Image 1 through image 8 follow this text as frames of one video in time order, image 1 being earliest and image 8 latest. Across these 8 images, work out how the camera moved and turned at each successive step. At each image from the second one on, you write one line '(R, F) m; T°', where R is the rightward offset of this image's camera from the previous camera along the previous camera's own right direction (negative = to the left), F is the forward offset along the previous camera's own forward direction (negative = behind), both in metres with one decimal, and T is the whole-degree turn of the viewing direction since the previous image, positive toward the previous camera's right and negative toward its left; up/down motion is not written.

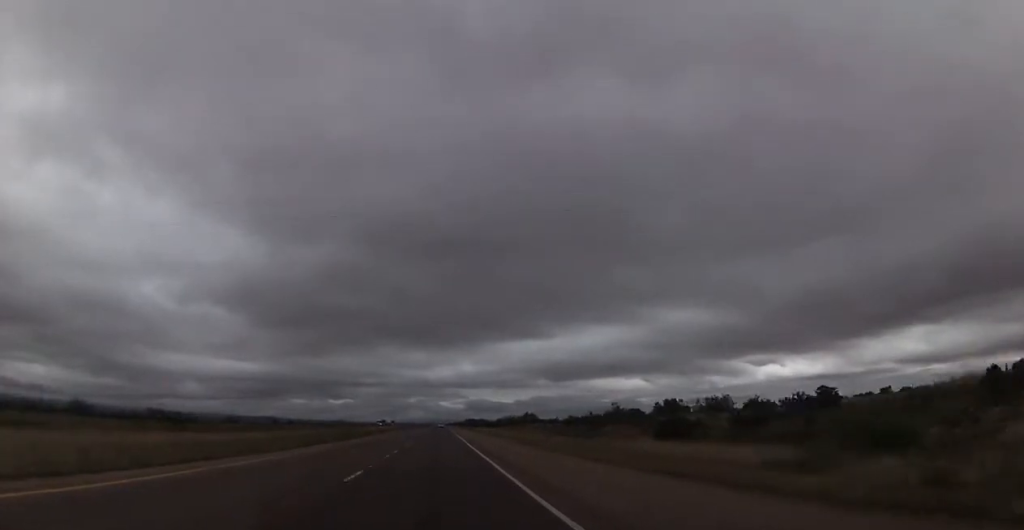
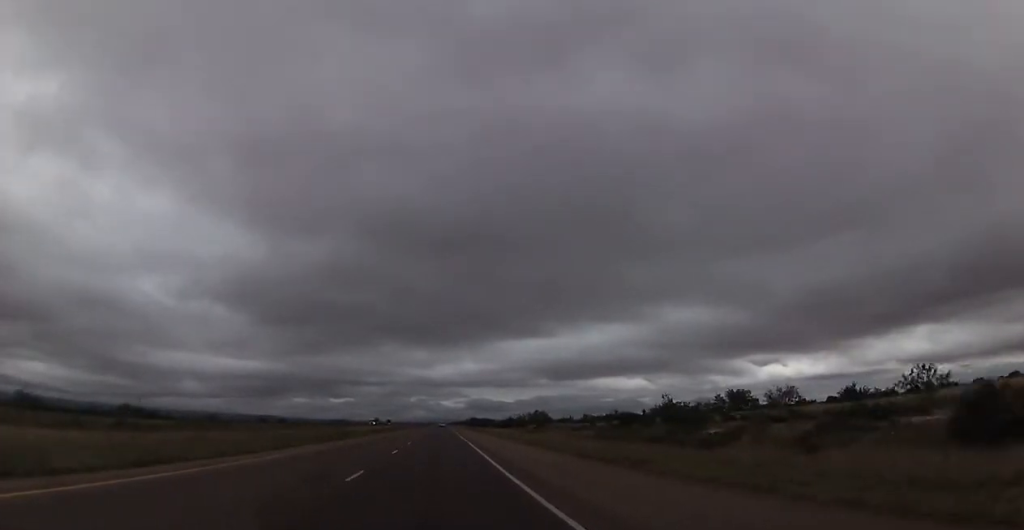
(0.0, +24.3) m; 0°
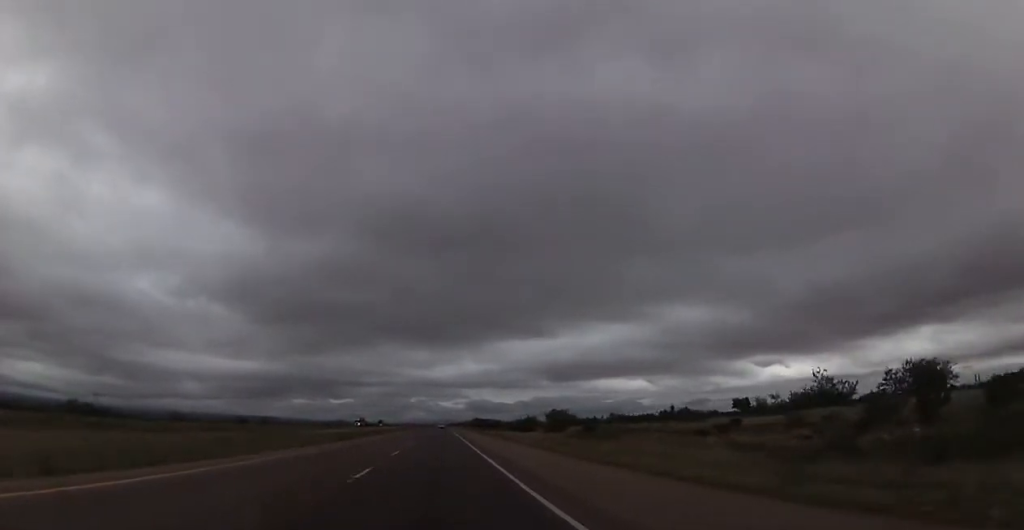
(0.0, +35.2) m; 0°
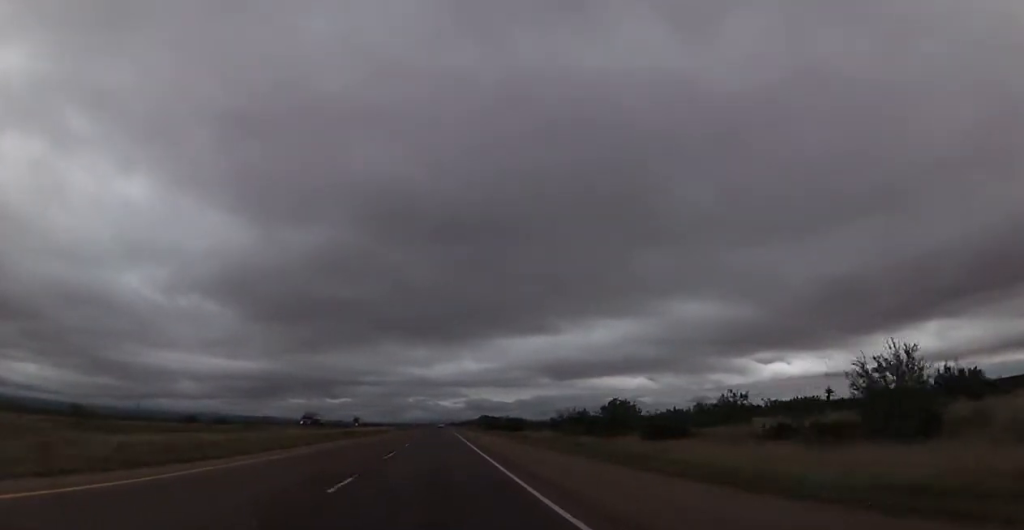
(-0.8, +64.4) m; -1°
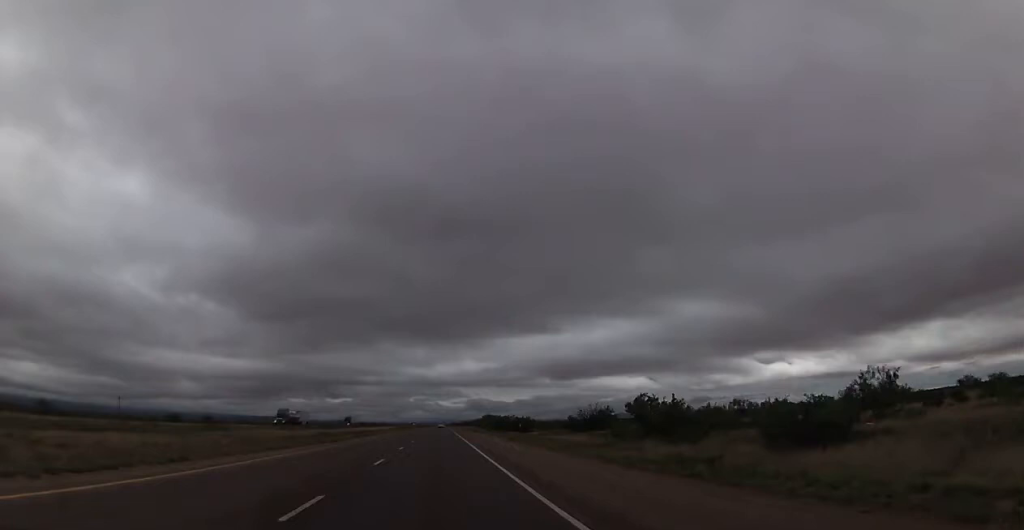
(+0.2, +15.8) m; 0°
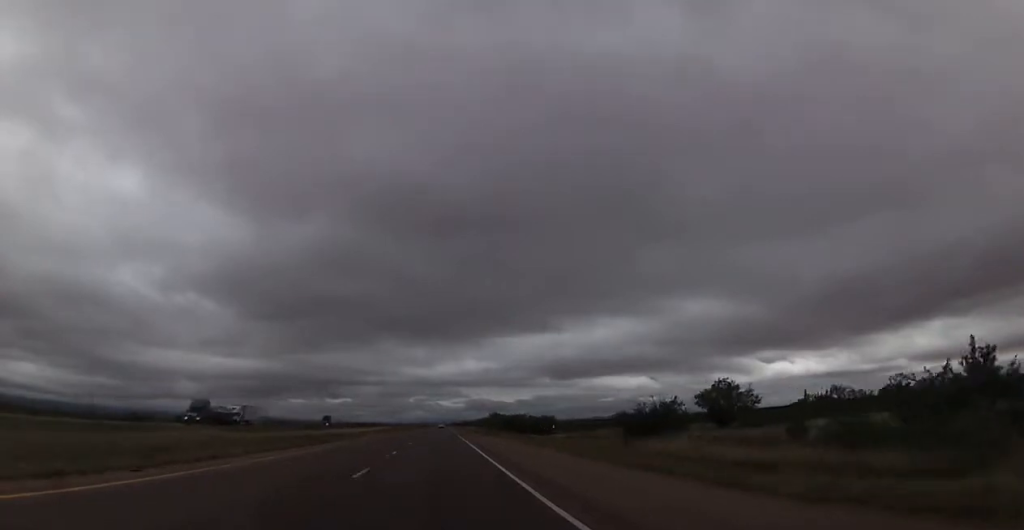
(+0.2, +29.1) m; 0°
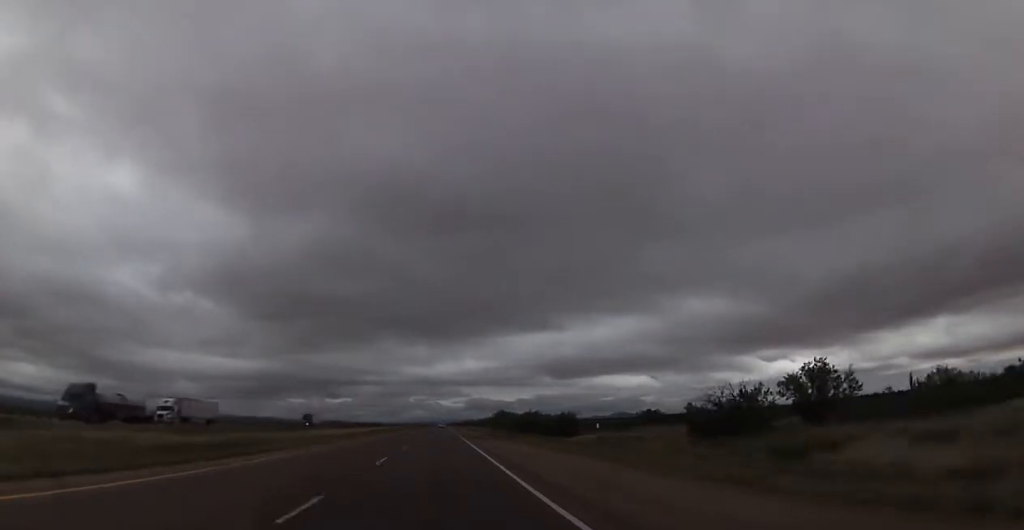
(0.0, +19.4) m; 0°
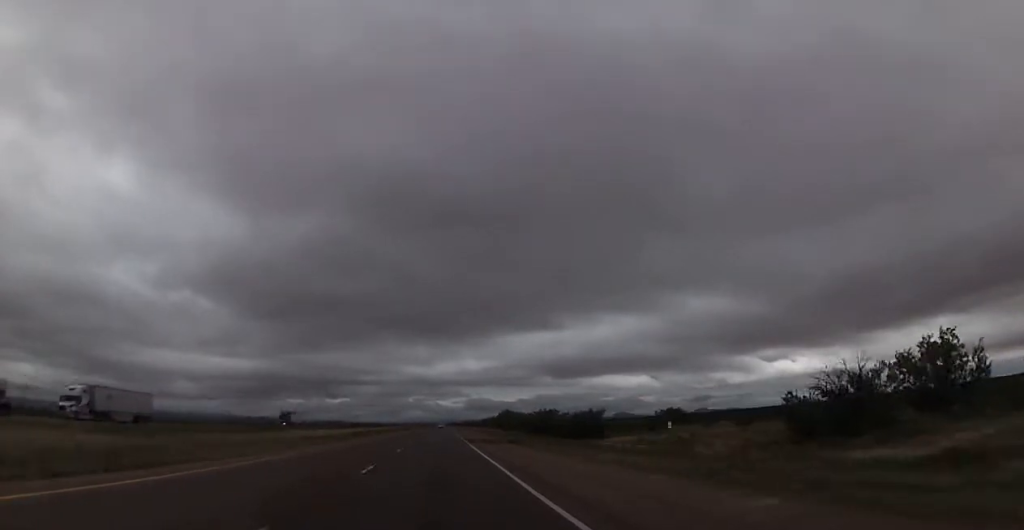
(0.0, +15.8) m; 0°
